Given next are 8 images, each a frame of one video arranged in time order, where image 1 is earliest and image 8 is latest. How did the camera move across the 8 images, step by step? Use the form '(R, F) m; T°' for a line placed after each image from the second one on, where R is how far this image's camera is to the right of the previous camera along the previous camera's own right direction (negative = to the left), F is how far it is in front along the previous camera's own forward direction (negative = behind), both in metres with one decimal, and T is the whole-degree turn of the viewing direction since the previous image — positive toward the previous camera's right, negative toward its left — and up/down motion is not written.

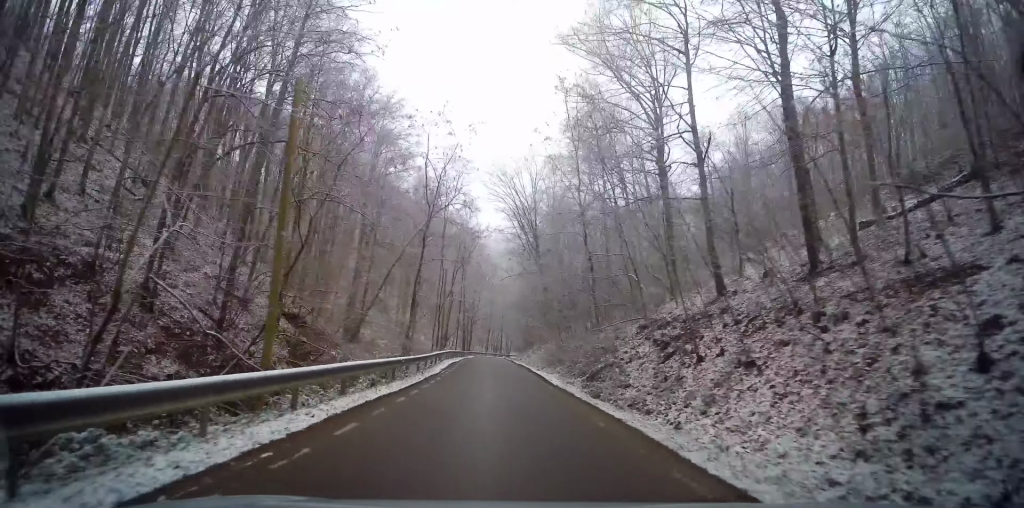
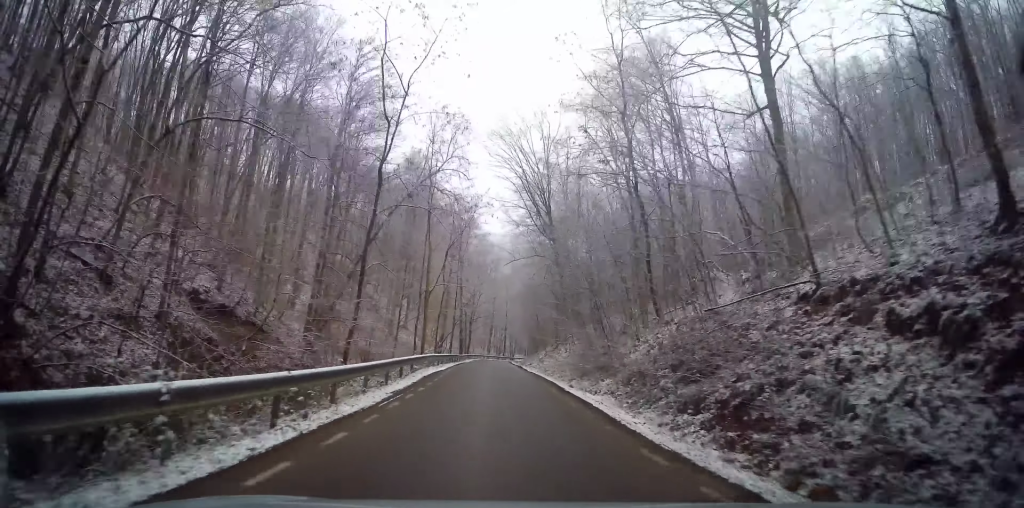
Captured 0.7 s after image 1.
(0.0, +12.8) m; 0°
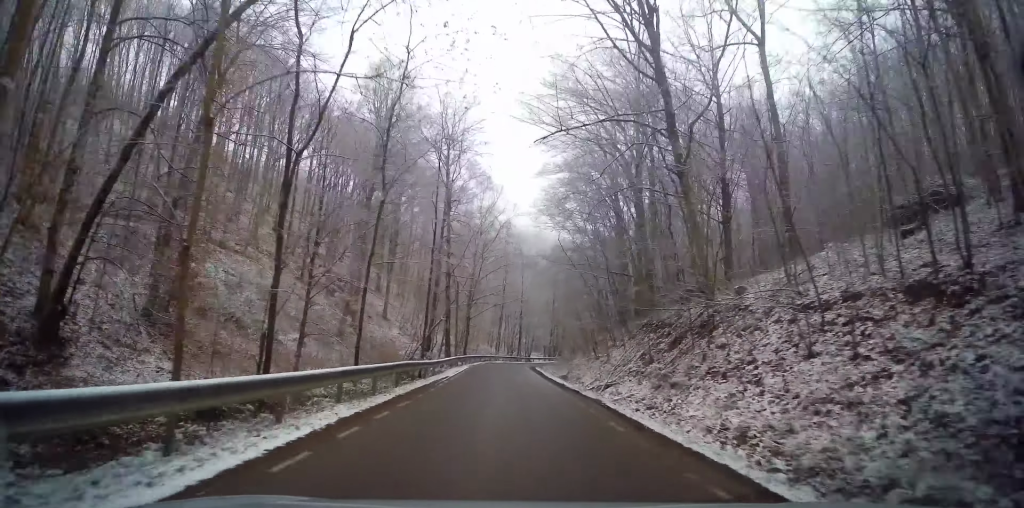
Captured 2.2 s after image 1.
(0.0, +30.0) m; 0°
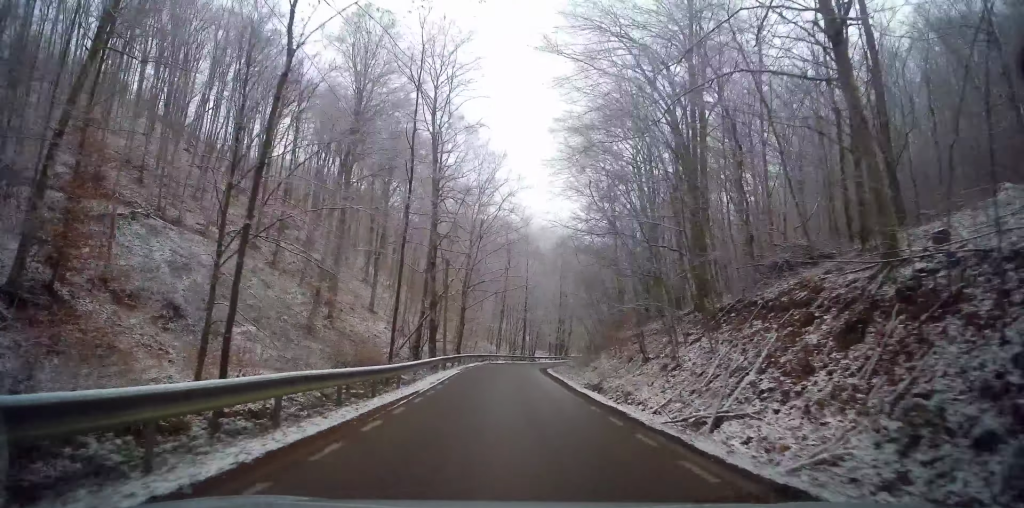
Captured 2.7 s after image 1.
(0.0, +9.6) m; 0°
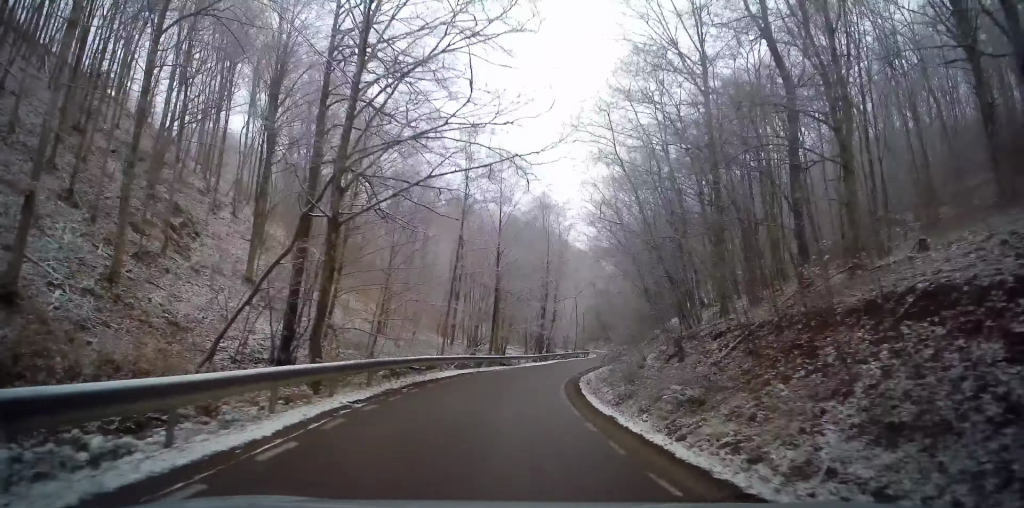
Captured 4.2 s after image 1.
(+0.5, +28.5) m; +2°
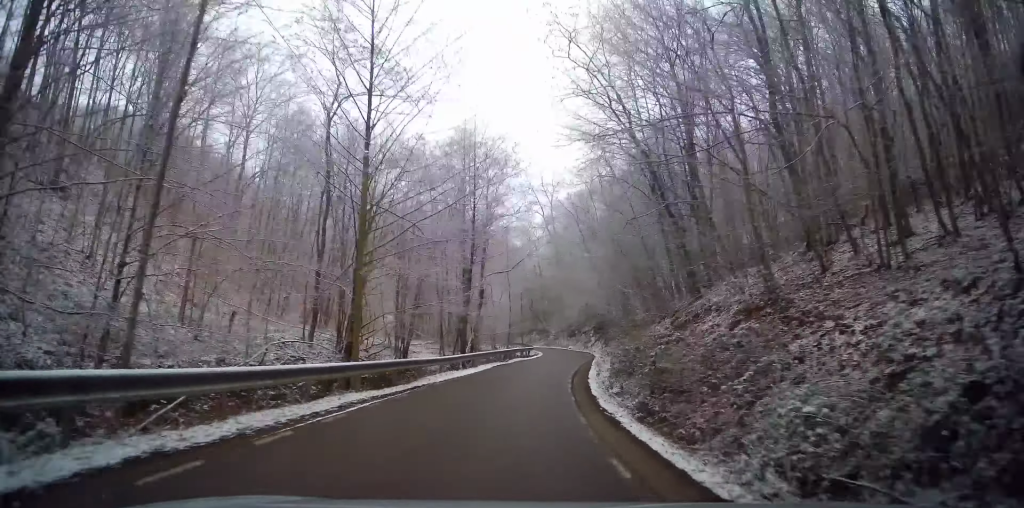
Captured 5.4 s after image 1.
(+0.3, +21.4) m; +4°
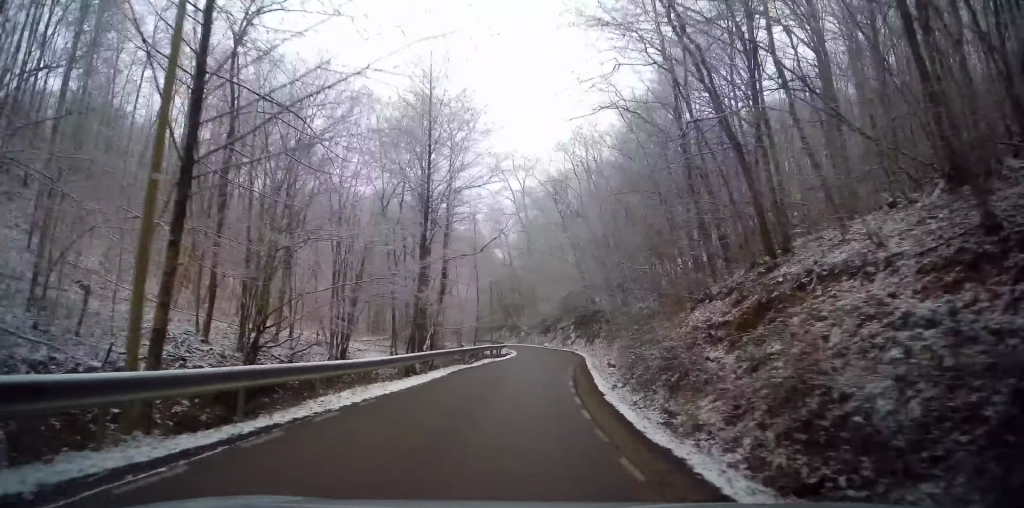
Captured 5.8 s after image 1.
(+0.1, +8.1) m; +2°
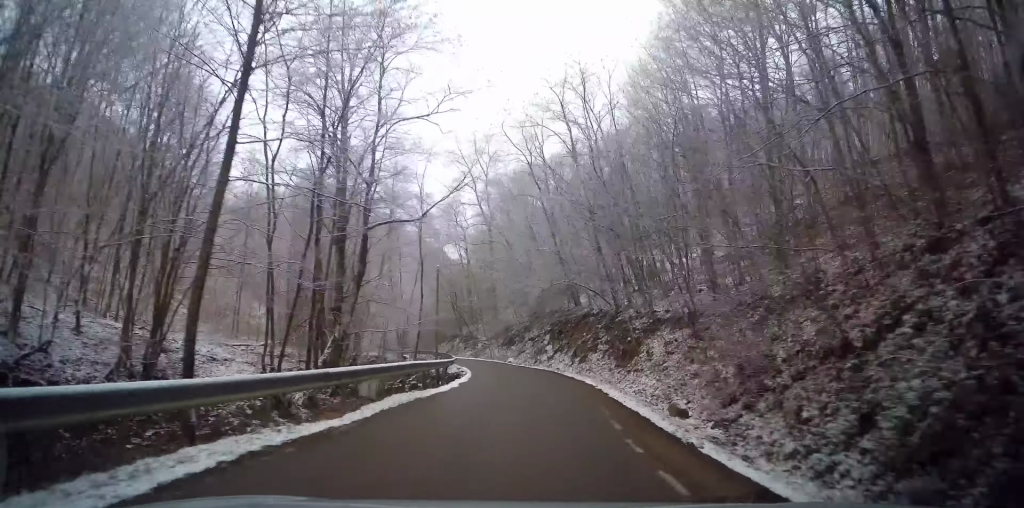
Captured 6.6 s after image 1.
(+0.5, +14.3) m; +4°
